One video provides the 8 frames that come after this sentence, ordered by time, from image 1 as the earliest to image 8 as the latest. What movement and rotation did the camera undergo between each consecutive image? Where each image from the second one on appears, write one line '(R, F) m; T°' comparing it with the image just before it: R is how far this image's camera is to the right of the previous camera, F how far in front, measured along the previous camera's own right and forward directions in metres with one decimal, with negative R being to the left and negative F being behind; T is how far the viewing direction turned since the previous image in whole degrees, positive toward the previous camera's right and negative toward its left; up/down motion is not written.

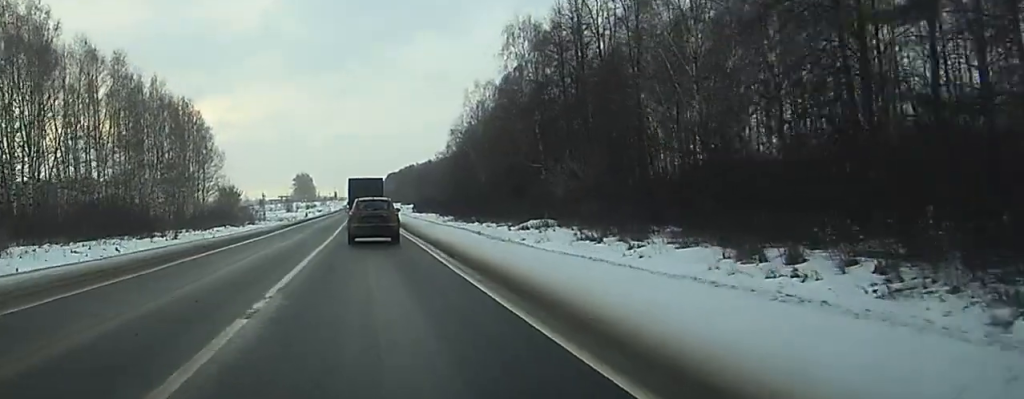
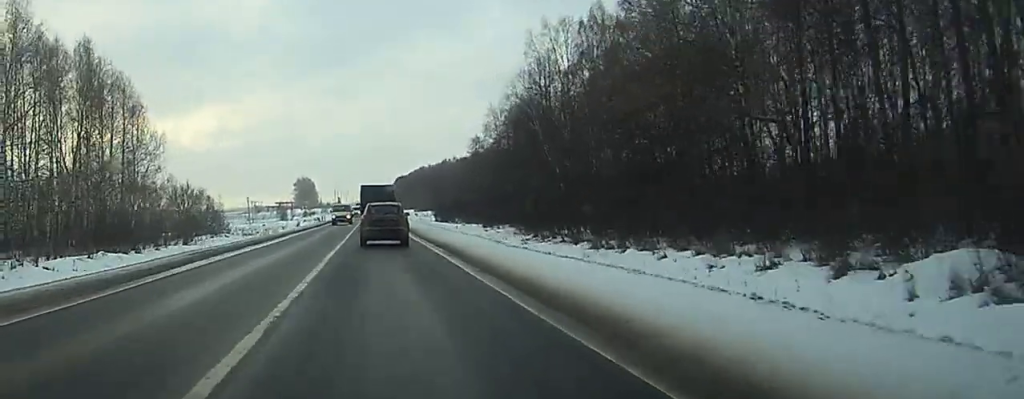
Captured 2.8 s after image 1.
(+2.3, +51.6) m; +4°
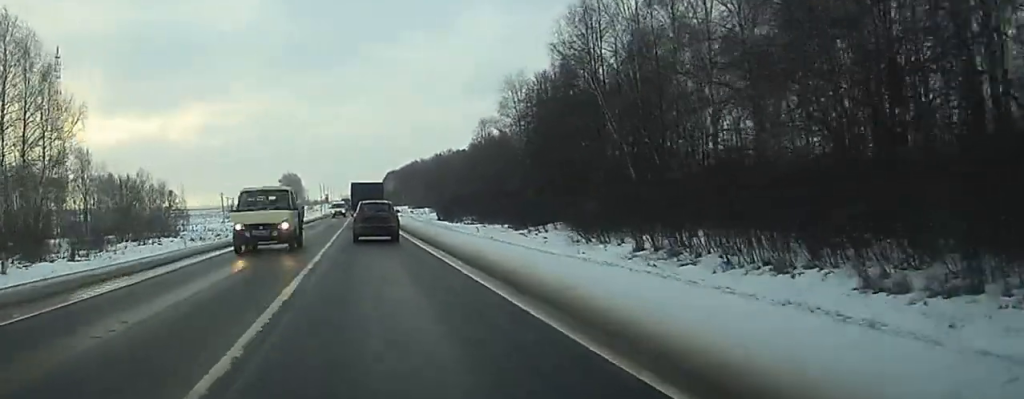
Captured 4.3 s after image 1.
(-0.8, +28.2) m; -1°
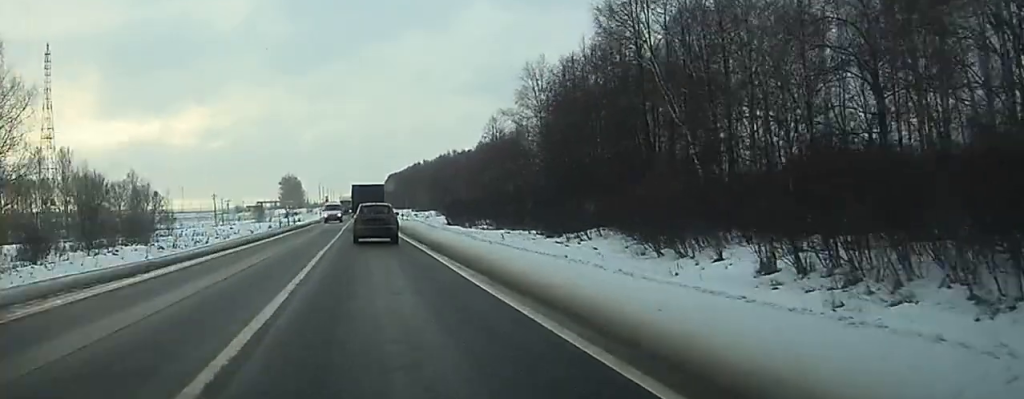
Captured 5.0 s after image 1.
(0.0, +13.6) m; 0°
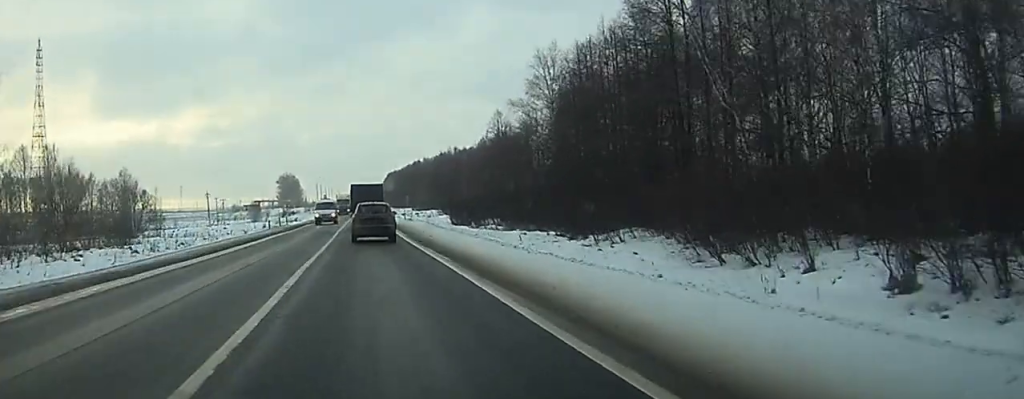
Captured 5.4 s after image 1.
(0.0, +7.9) m; 0°
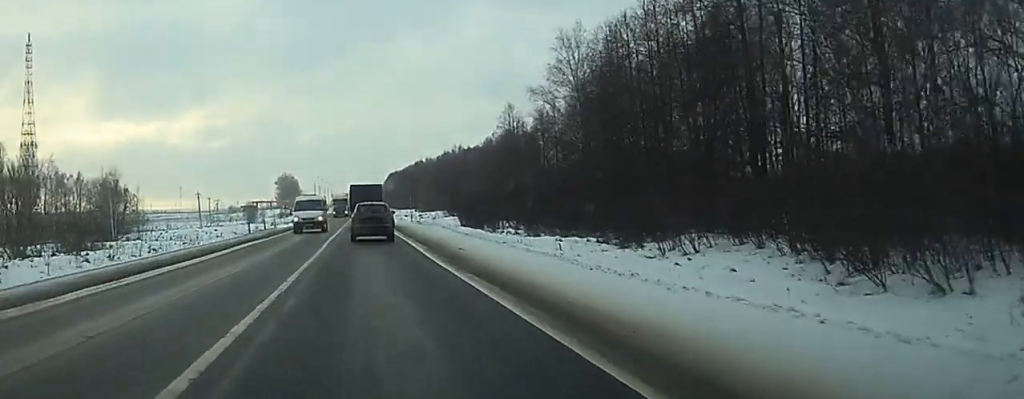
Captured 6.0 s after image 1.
(+0.1, +12.0) m; 0°
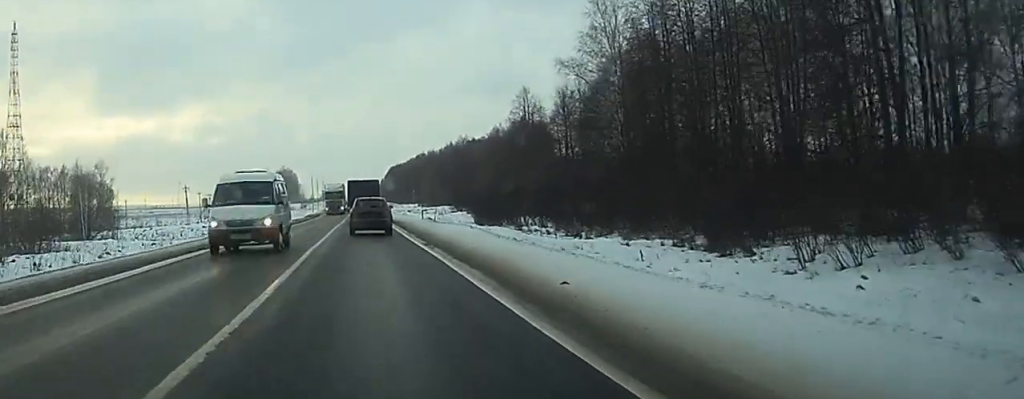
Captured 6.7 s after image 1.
(-0.1, +14.2) m; 0°
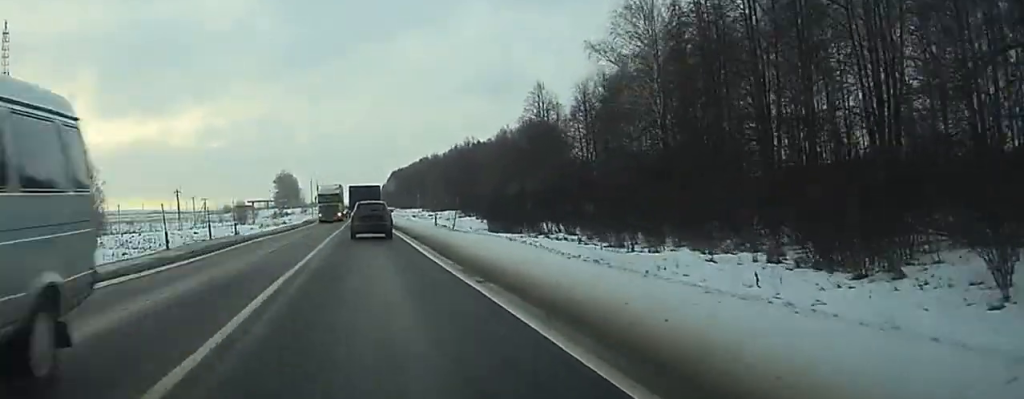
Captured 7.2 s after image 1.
(-0.1, +10.2) m; 0°
